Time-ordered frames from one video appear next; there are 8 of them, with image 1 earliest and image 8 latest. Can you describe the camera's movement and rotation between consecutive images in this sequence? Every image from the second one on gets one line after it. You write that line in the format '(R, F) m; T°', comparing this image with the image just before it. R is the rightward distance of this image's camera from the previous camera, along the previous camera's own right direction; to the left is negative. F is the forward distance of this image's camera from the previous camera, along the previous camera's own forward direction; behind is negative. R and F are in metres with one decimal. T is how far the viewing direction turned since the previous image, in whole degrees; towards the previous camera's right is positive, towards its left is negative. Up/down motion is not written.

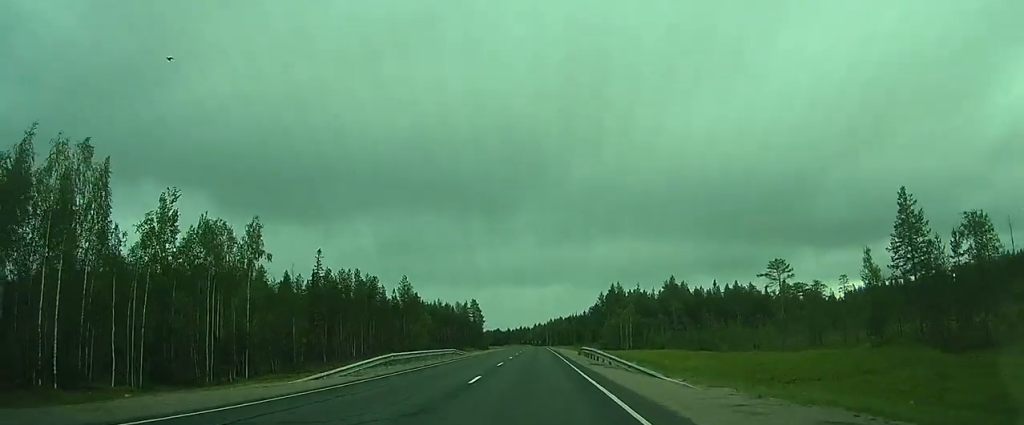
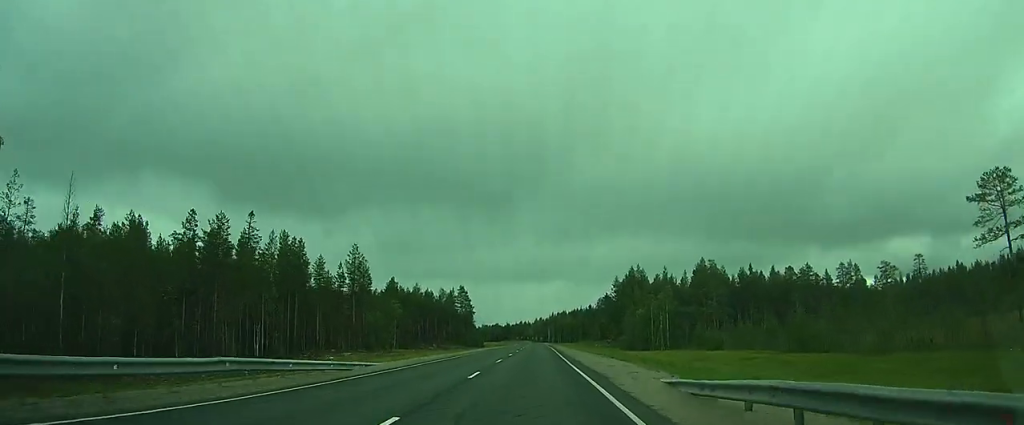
(0.0, +39.9) m; 0°
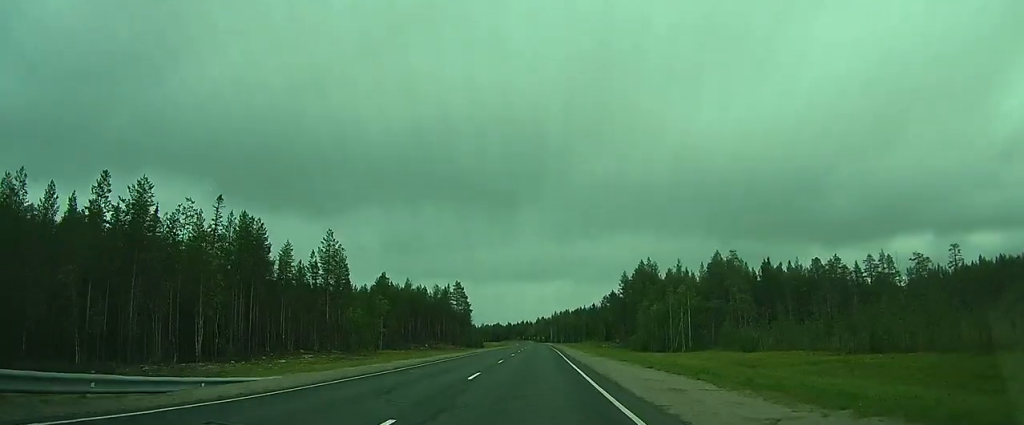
(0.0, +13.4) m; 0°
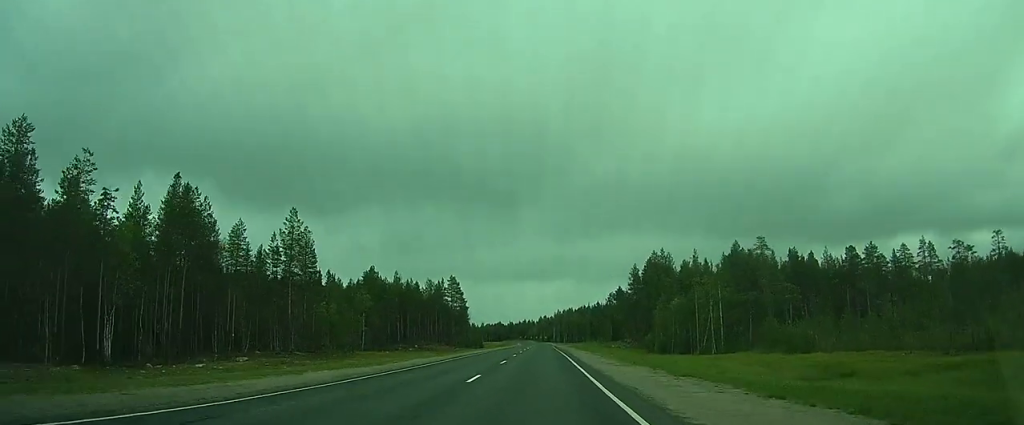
(0.0, +14.1) m; 0°
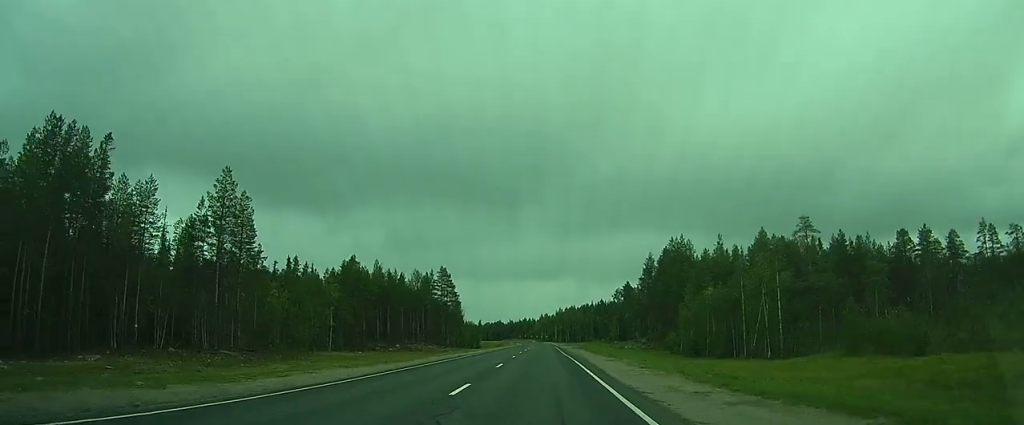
(0.0, +17.3) m; 0°
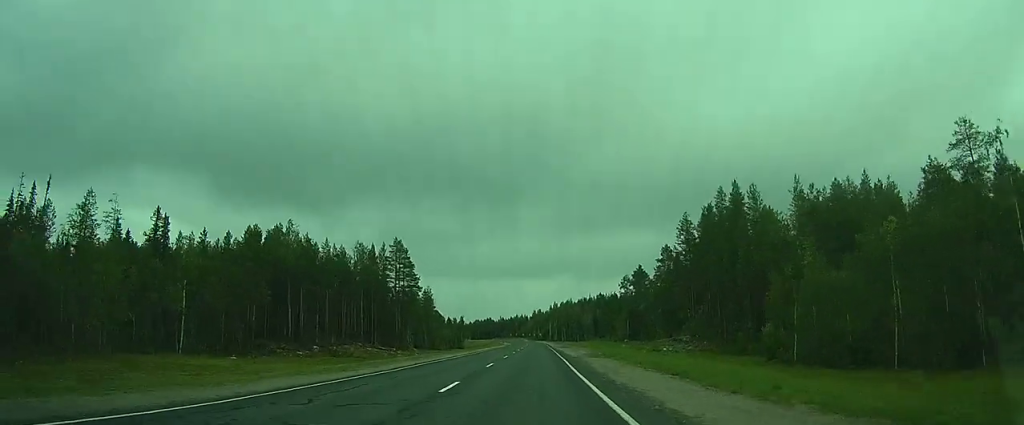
(-0.2, +38.2) m; -1°
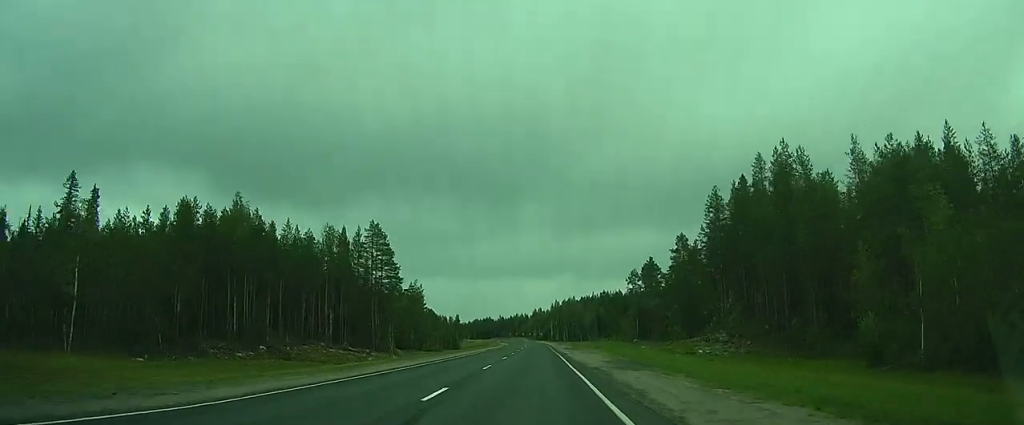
(0.0, +15.1) m; 0°
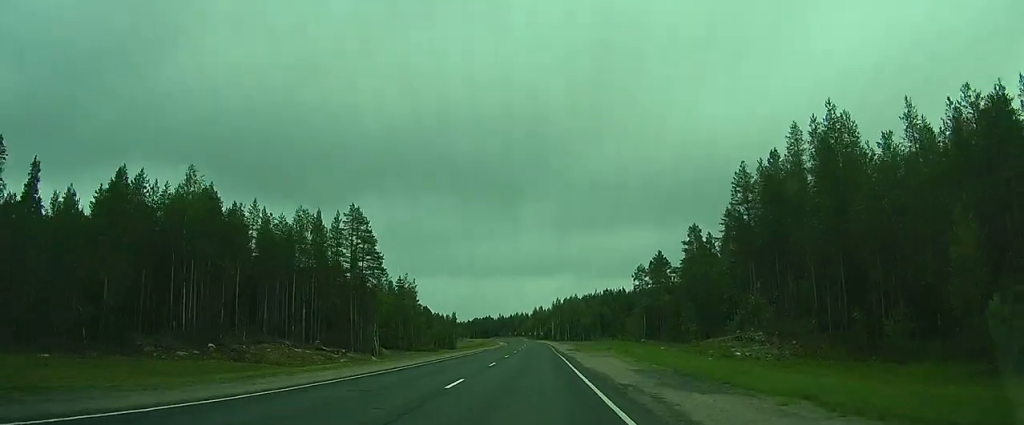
(-0.1, +10.2) m; 0°
